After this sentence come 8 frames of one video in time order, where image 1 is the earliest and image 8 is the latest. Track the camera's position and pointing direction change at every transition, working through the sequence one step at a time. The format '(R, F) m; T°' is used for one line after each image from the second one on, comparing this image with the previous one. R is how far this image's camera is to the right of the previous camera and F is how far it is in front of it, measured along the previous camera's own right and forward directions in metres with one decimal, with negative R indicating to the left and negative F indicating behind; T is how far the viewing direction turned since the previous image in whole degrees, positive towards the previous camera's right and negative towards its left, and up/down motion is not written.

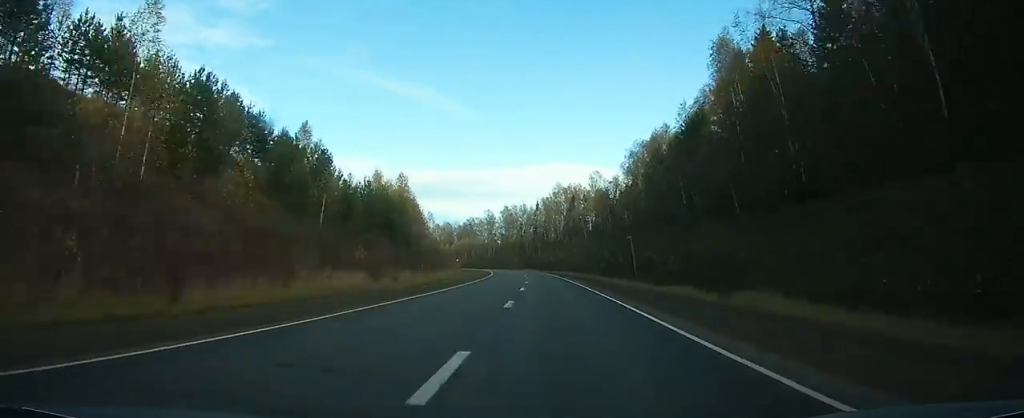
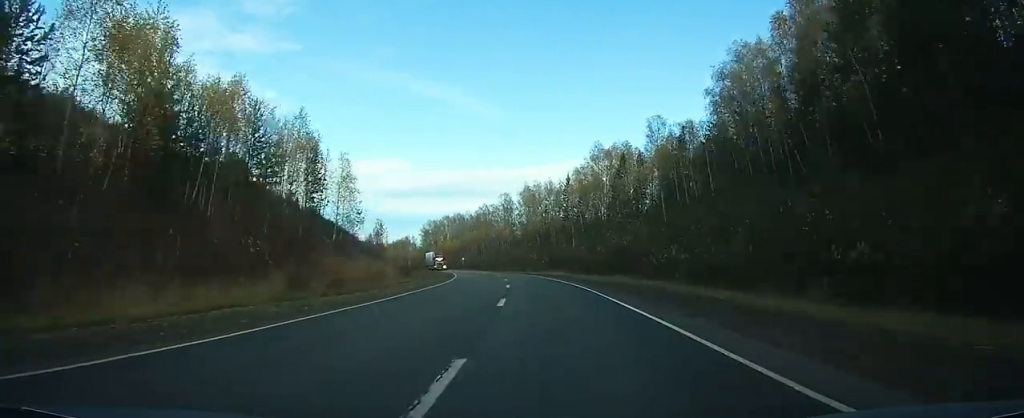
(-0.9, +60.0) m; -2°
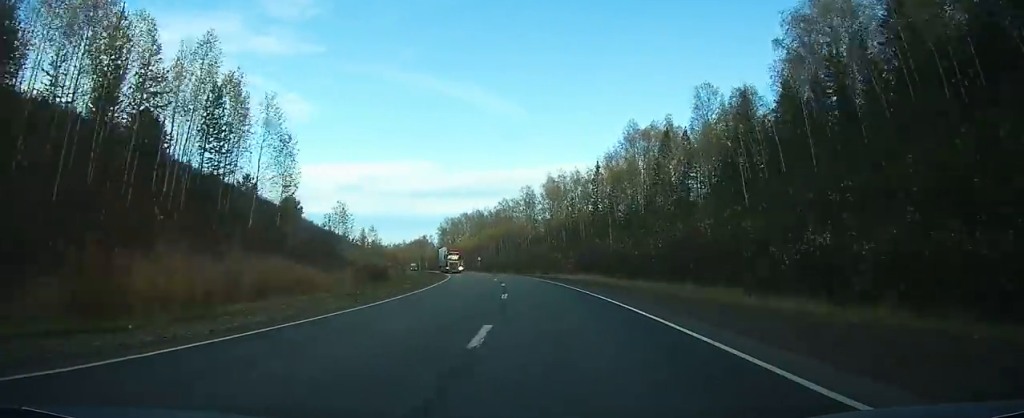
(-0.3, +20.5) m; -1°
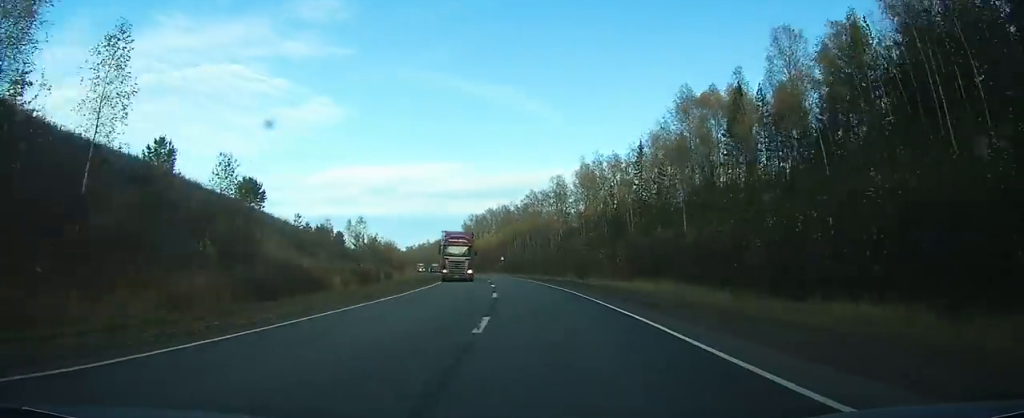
(+0.2, +23.9) m; -2°
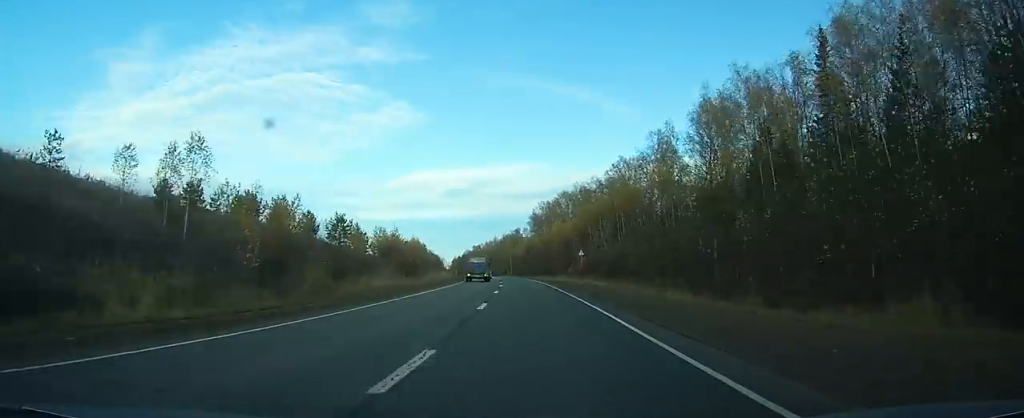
(-3.1, +55.4) m; -7°
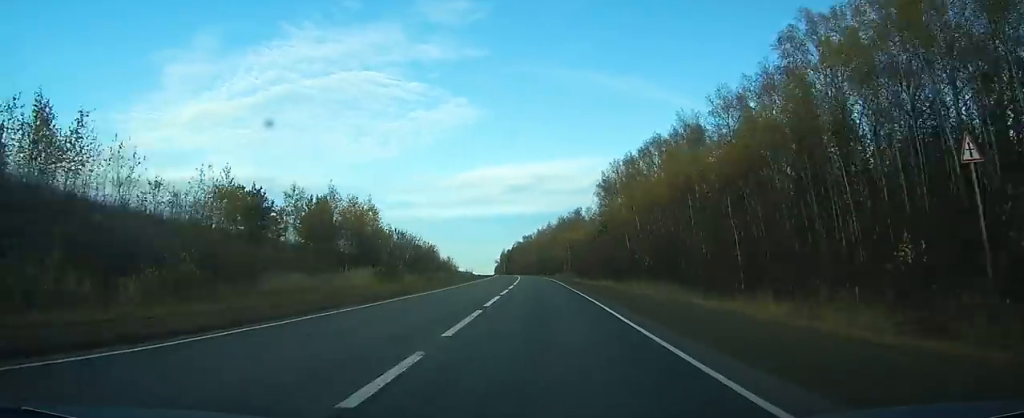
(-6.6, +71.9) m; -8°
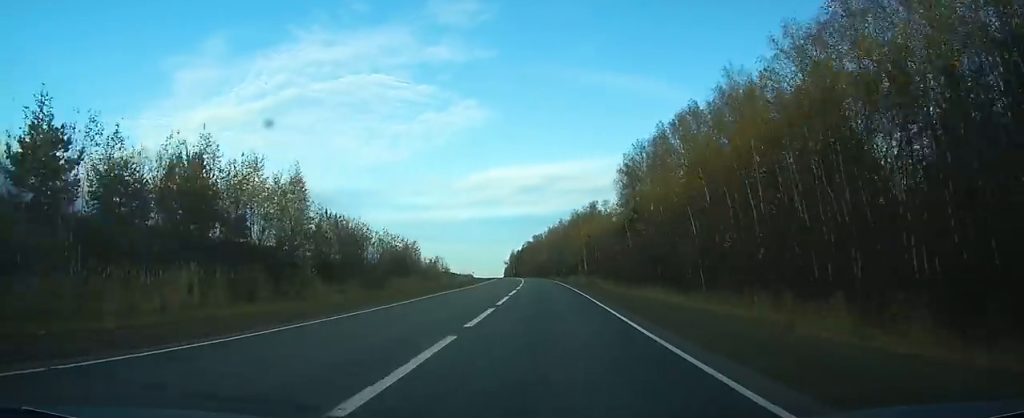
(-0.3, +21.0) m; -2°
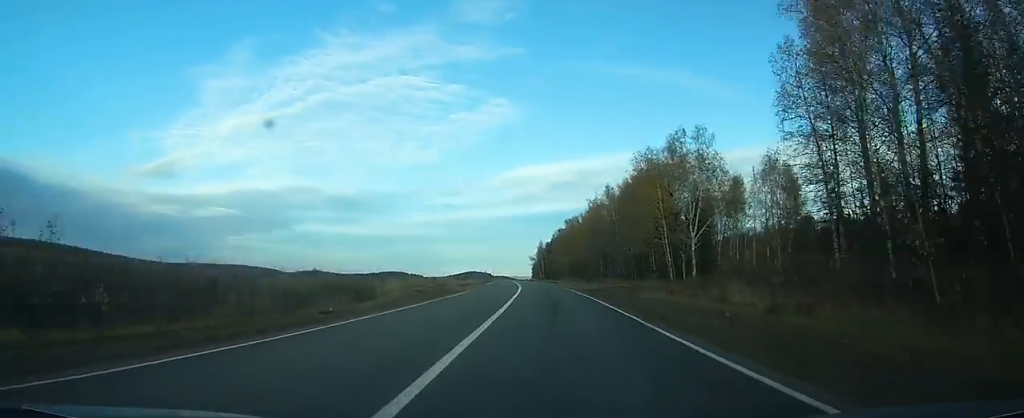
(-2.2, +77.1) m; -3°
